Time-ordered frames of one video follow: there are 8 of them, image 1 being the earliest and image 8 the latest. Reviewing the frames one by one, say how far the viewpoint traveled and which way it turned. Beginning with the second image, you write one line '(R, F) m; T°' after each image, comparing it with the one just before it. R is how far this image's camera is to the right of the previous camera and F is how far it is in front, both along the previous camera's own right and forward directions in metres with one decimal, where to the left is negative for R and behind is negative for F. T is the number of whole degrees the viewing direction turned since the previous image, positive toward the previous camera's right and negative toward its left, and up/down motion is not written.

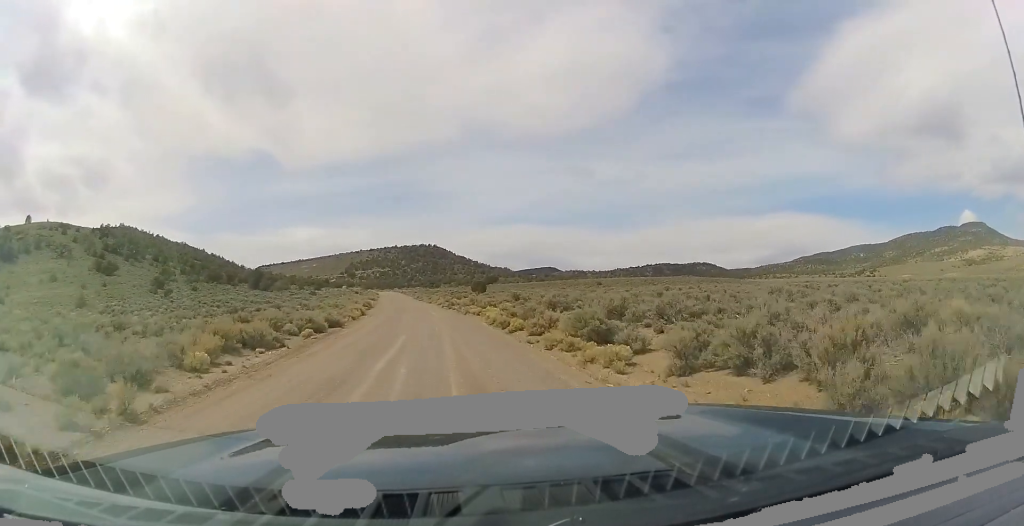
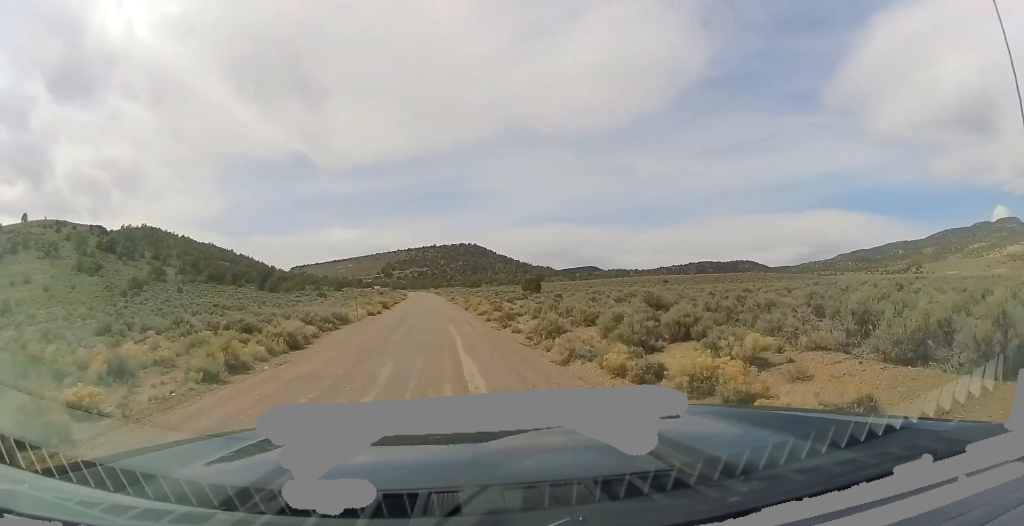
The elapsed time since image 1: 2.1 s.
(-1.4, +28.0) m; -4°
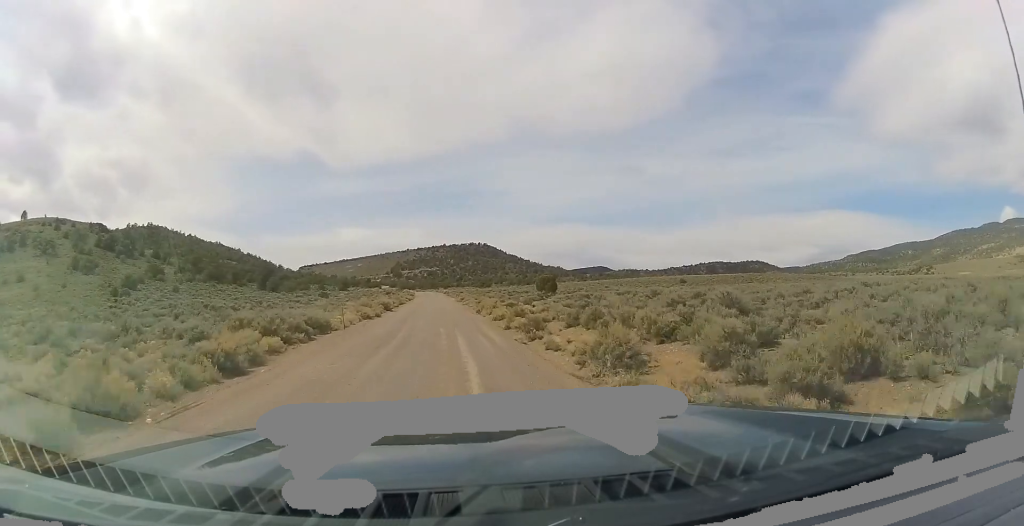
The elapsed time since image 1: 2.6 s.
(0.0, +6.3) m; -1°
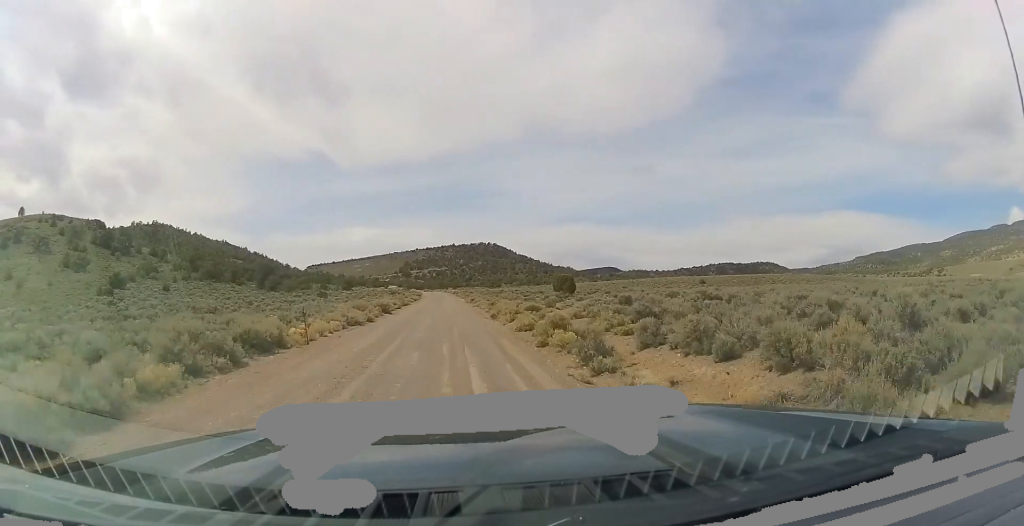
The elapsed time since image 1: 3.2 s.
(+0.1, +7.6) m; -1°
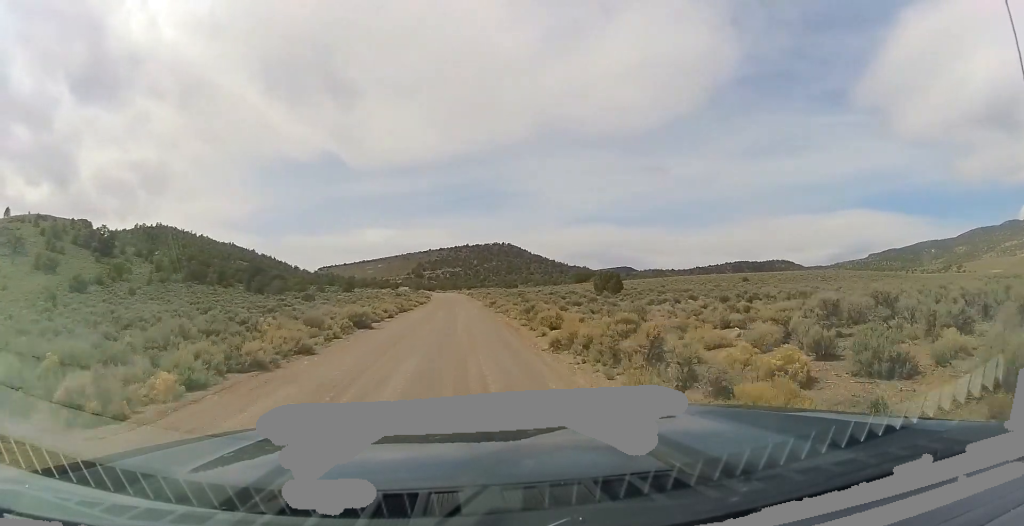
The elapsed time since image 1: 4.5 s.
(-0.7, +17.4) m; -3°
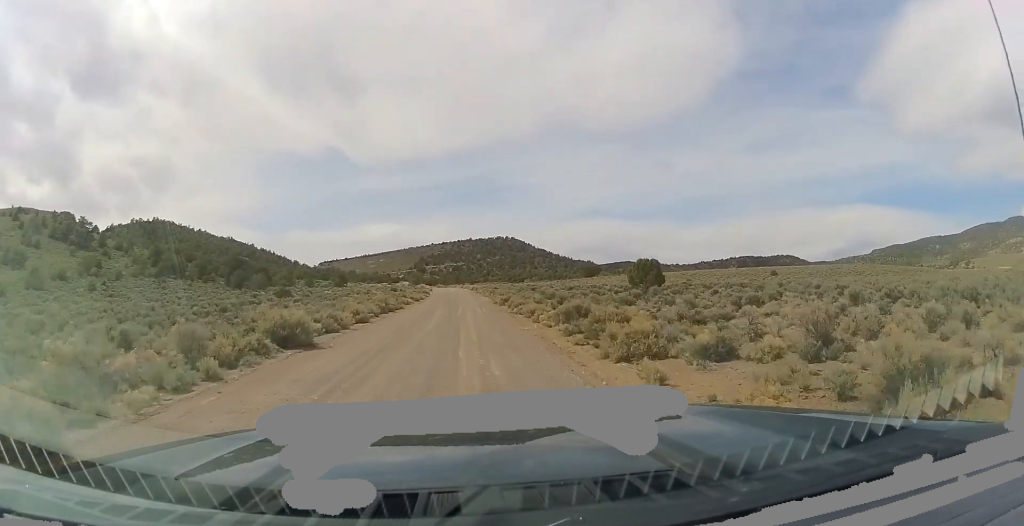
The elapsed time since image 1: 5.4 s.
(0.0, +12.9) m; 0°
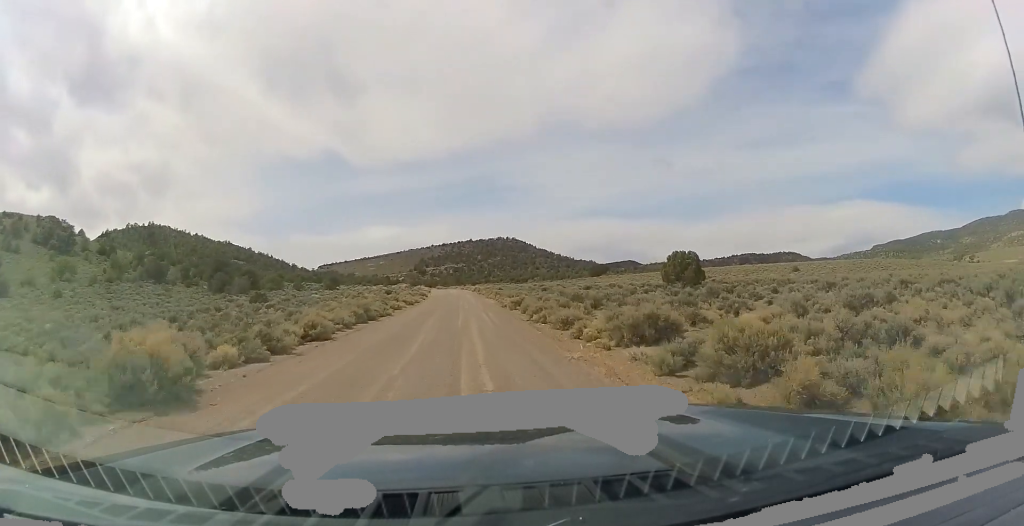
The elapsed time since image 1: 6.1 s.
(-0.1, +9.2) m; +2°
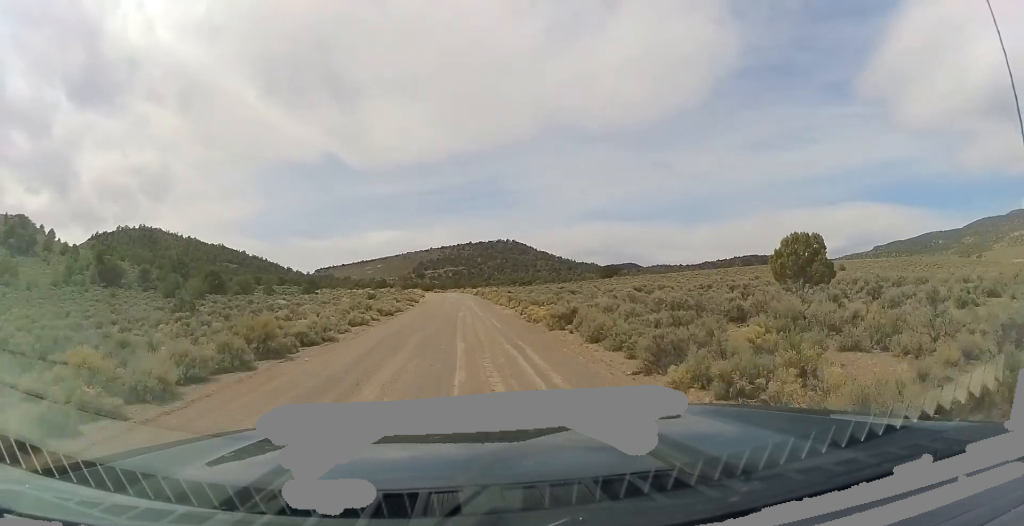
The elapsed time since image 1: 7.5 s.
(+0.2, +17.2) m; -3°
